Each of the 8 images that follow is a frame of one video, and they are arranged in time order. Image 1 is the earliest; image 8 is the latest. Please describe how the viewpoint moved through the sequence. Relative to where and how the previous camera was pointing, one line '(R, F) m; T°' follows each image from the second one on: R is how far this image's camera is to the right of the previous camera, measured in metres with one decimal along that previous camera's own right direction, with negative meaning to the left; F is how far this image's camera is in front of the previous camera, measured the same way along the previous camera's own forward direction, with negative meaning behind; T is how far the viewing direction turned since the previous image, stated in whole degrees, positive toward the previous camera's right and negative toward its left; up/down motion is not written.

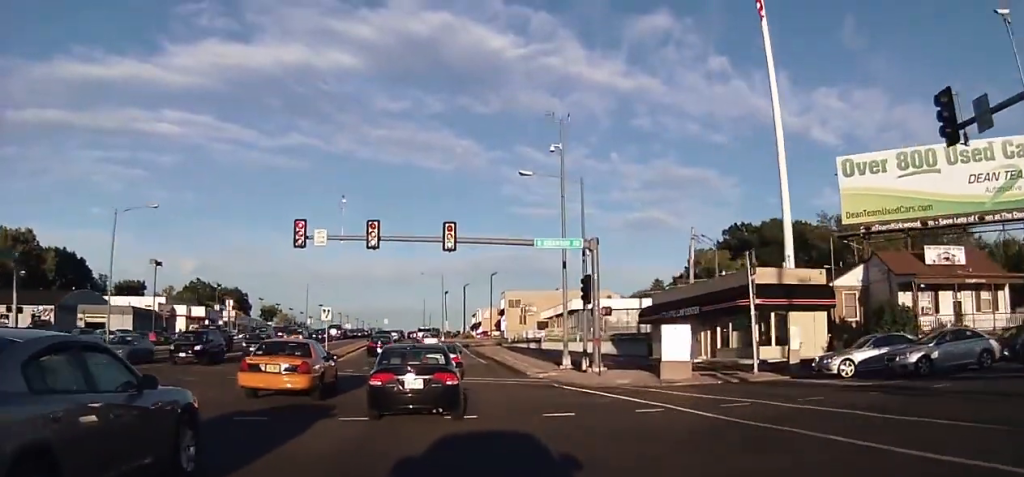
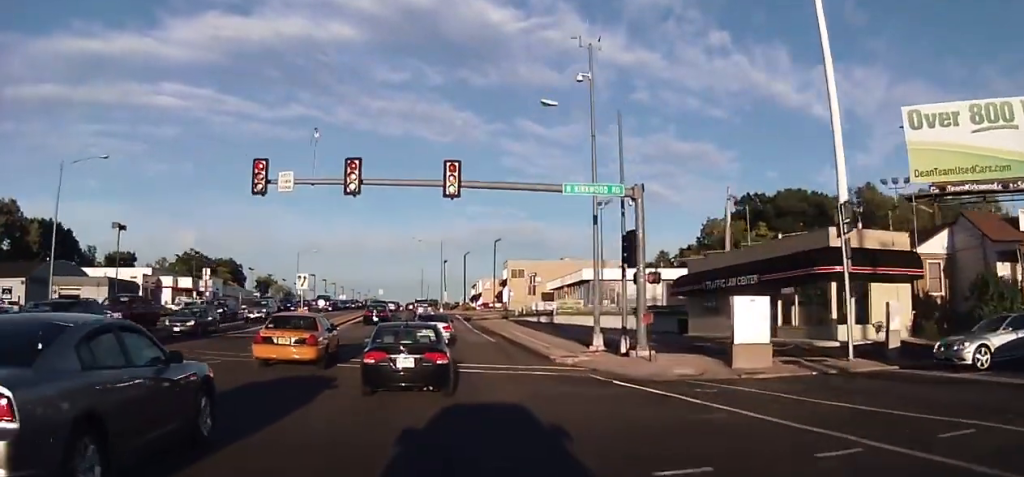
(+0.1, +7.0) m; +1°
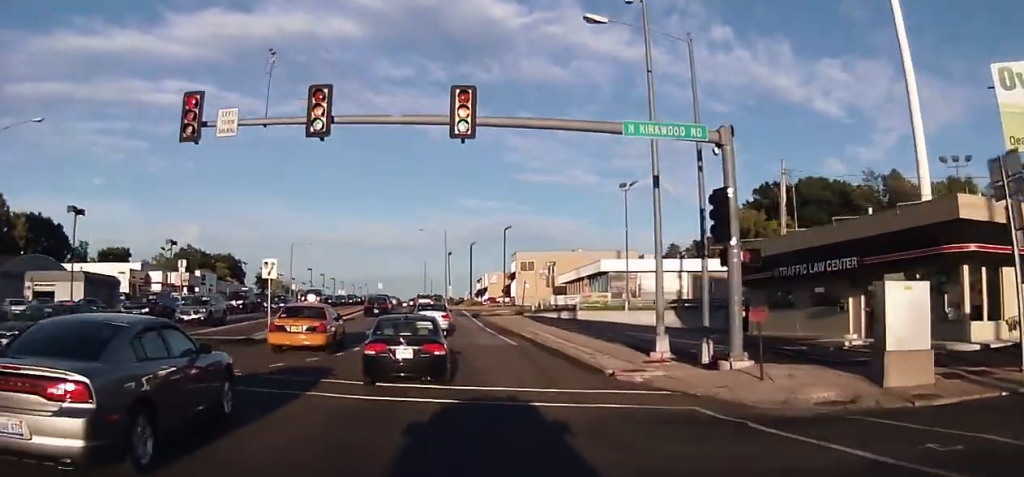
(0.0, +7.2) m; 0°
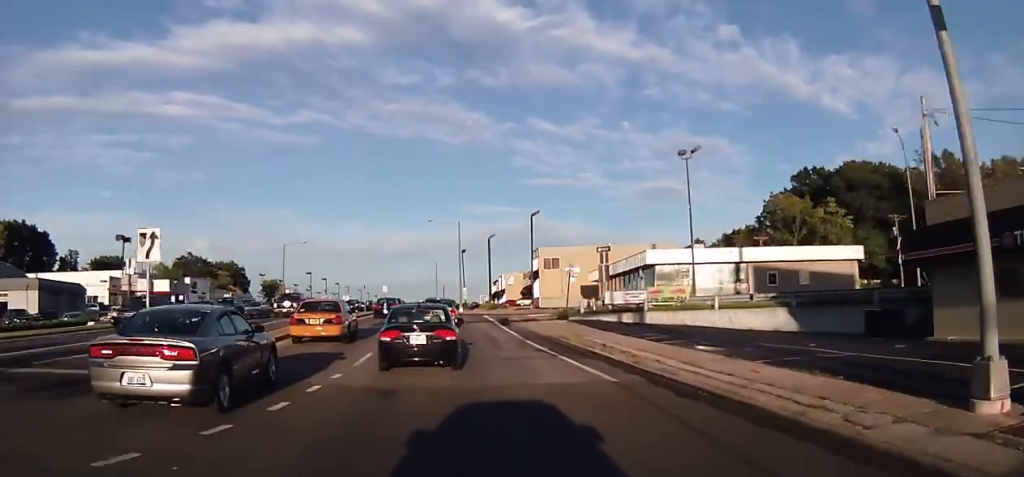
(+0.2, +12.2) m; +1°
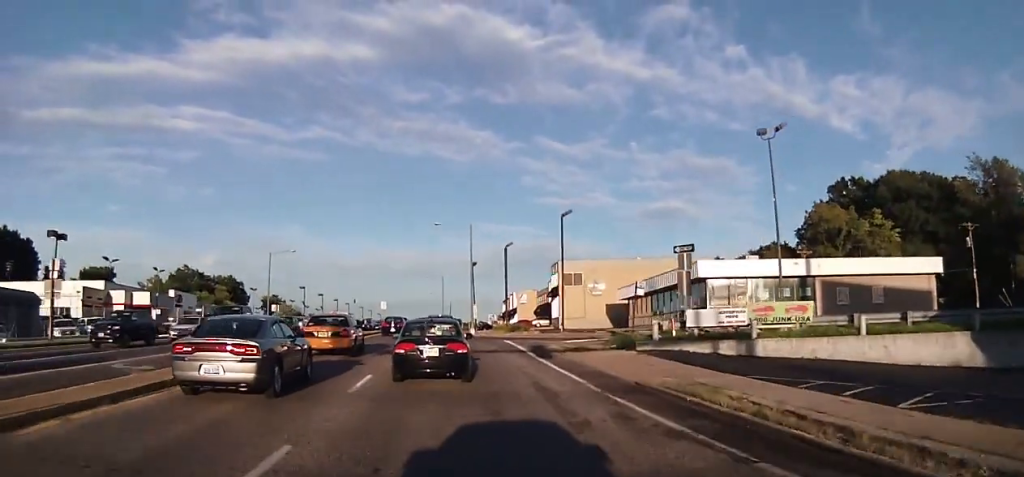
(-0.1, +11.1) m; -2°
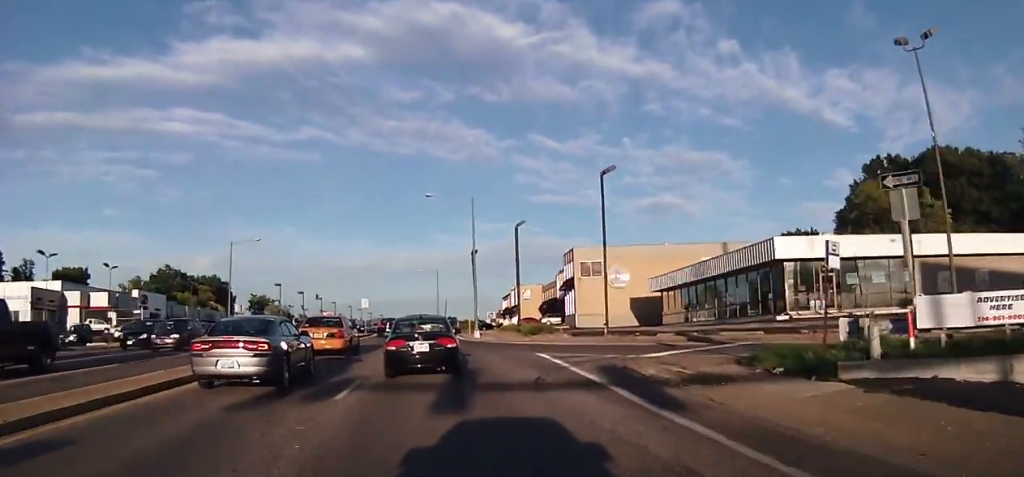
(-0.3, +13.4) m; -1°
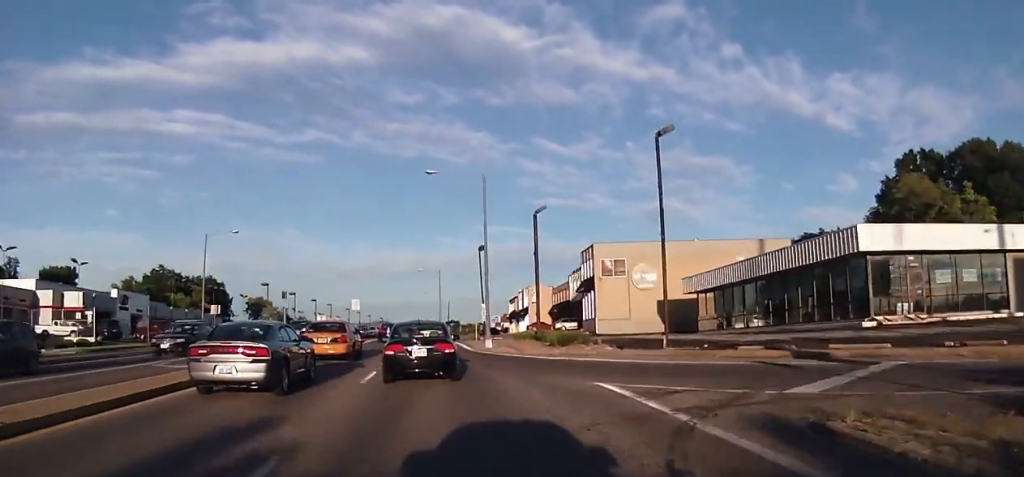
(-0.1, +8.5) m; +2°
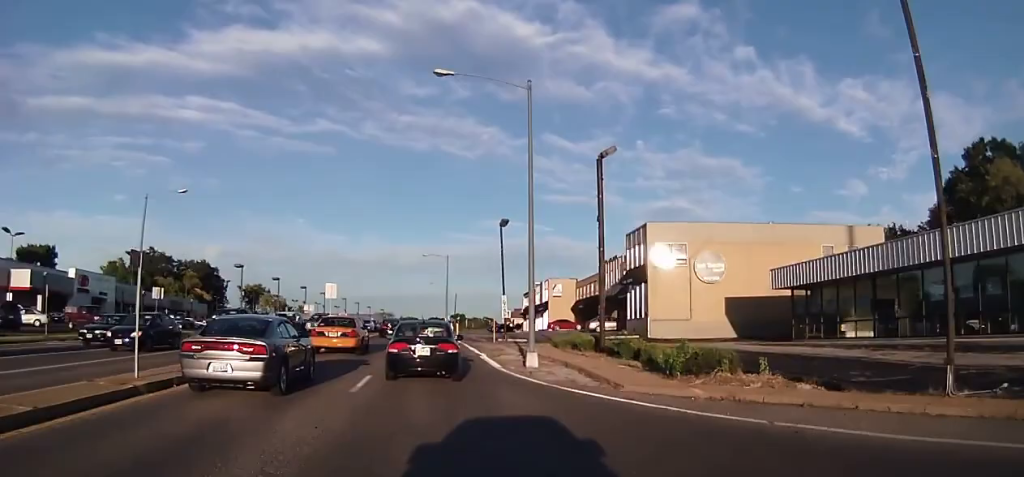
(+0.6, +14.7) m; +1°
